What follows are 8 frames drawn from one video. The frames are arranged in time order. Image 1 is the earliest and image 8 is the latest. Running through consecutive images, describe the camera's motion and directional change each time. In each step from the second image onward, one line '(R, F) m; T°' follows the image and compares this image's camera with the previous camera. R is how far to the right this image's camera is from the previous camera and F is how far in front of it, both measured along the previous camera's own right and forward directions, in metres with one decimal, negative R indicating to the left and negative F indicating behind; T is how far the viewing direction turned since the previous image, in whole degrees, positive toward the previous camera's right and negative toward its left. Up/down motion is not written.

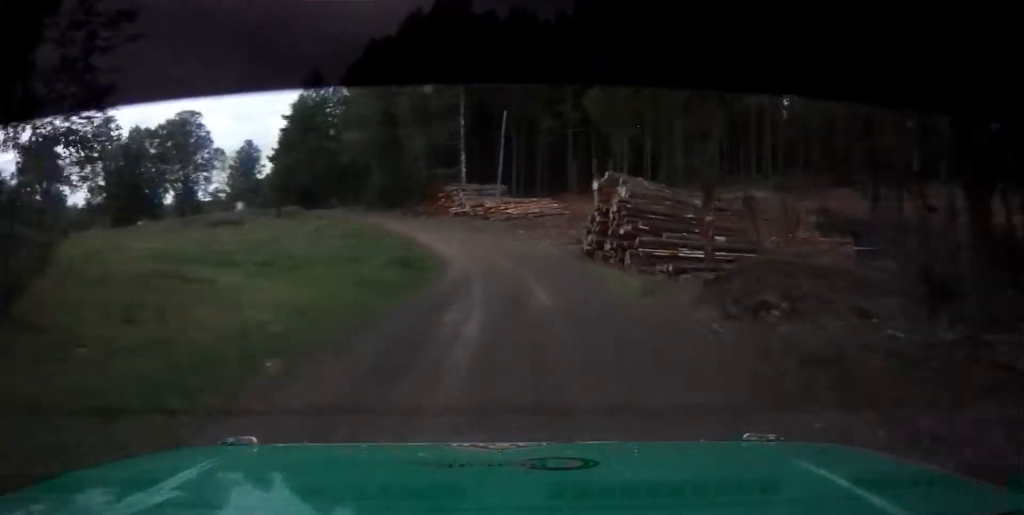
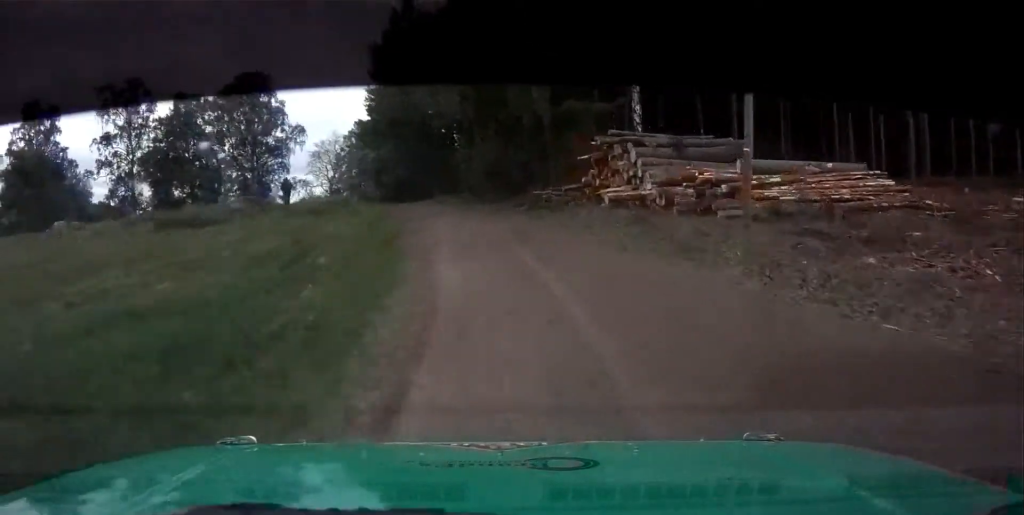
(-1.2, +38.7) m; -9°
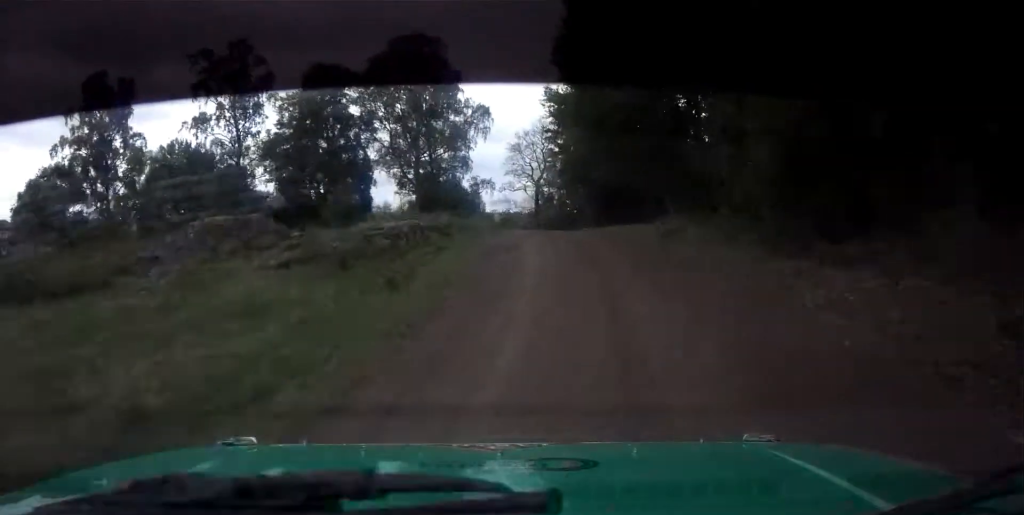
(-3.3, +27.1) m; -12°
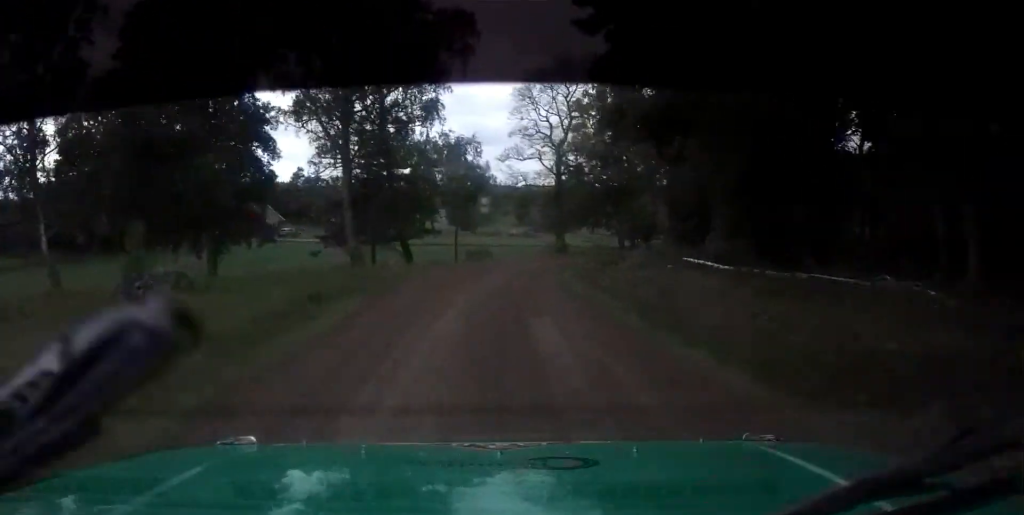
(-3.2, +32.1) m; -5°
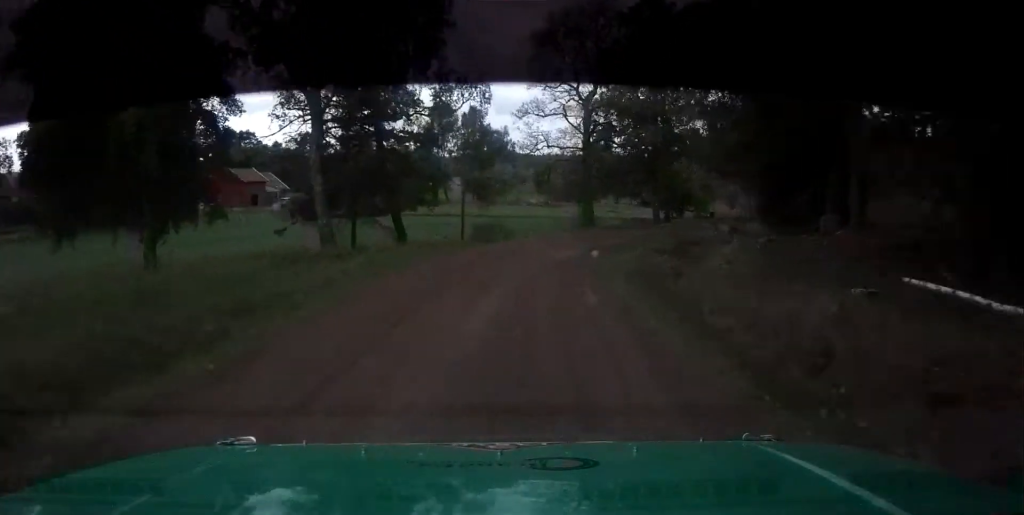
(-0.3, +10.5) m; +1°
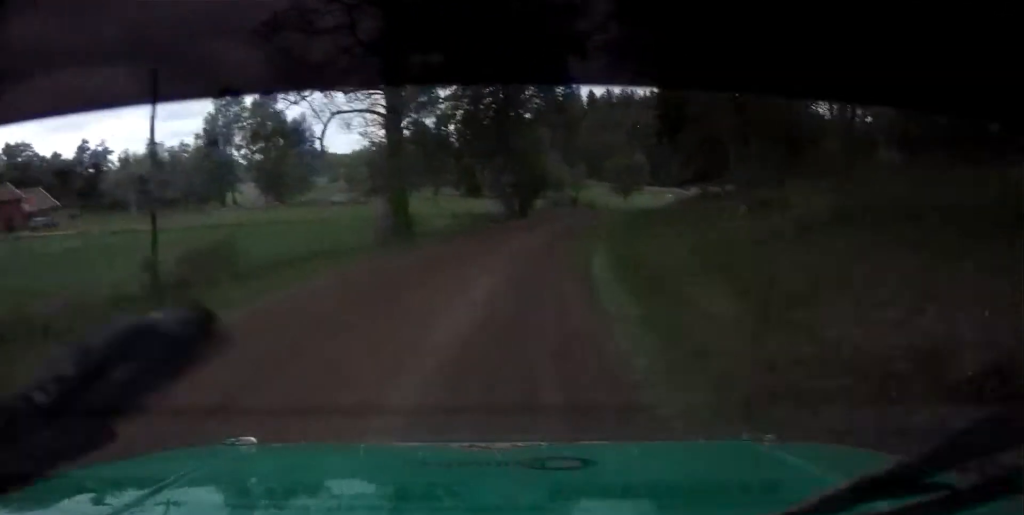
(+1.1, +24.2) m; +7°
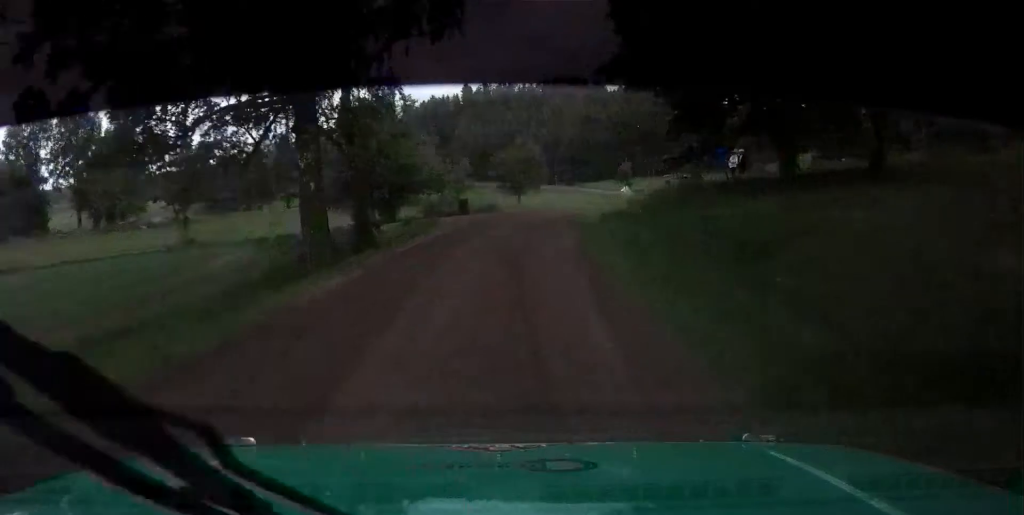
(+1.5, +21.7) m; +7°
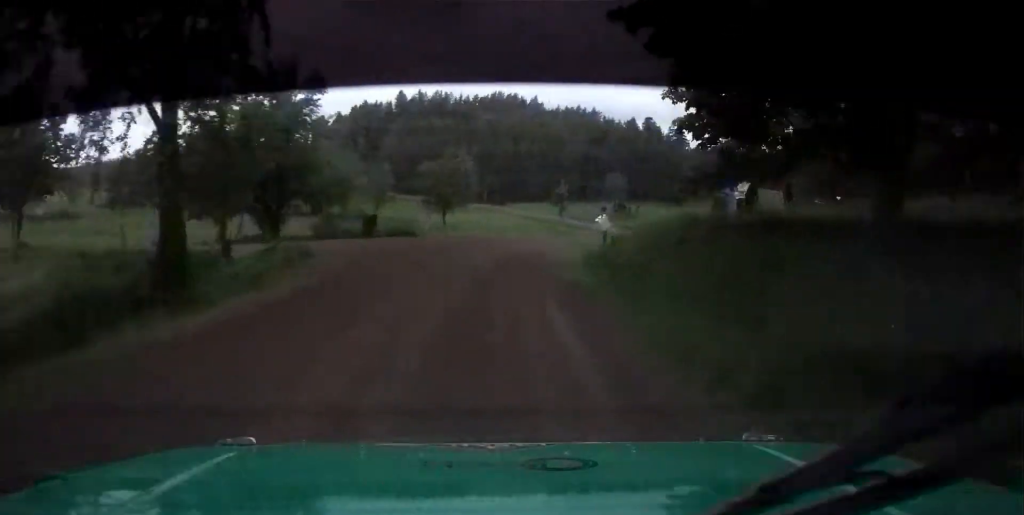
(+0.1, +10.3) m; +4°
